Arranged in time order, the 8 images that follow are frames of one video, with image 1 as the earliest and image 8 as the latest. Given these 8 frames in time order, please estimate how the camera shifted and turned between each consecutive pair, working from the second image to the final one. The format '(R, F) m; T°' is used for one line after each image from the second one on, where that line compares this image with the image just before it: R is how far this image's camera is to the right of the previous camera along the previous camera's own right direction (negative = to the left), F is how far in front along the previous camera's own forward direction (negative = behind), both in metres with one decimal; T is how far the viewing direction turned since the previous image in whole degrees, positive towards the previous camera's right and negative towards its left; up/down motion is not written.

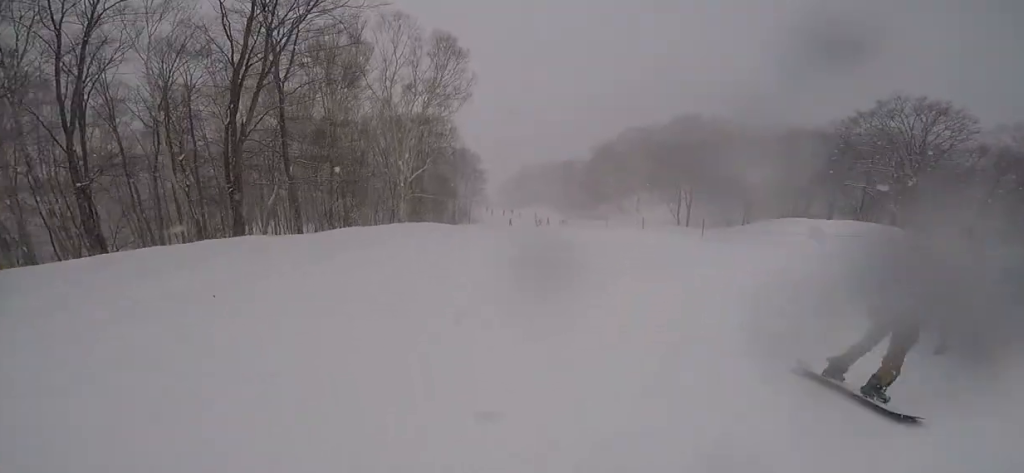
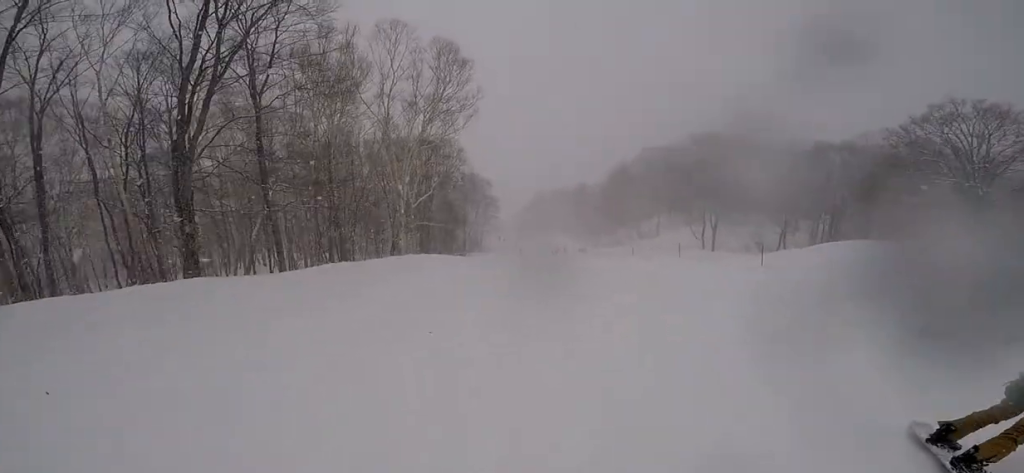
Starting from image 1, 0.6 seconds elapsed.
(+0.2, +3.7) m; 0°
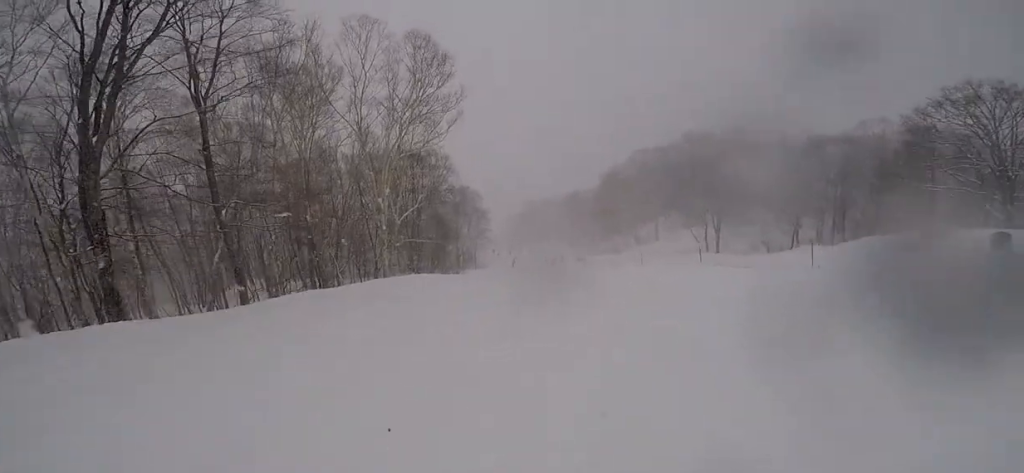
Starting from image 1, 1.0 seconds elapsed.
(+0.1, +3.1) m; -4°
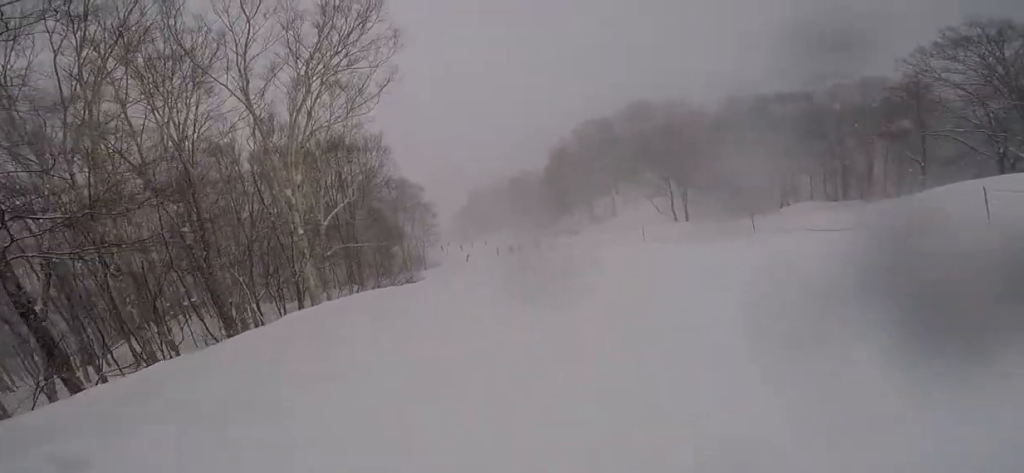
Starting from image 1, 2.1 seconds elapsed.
(-0.8, +7.4) m; -3°
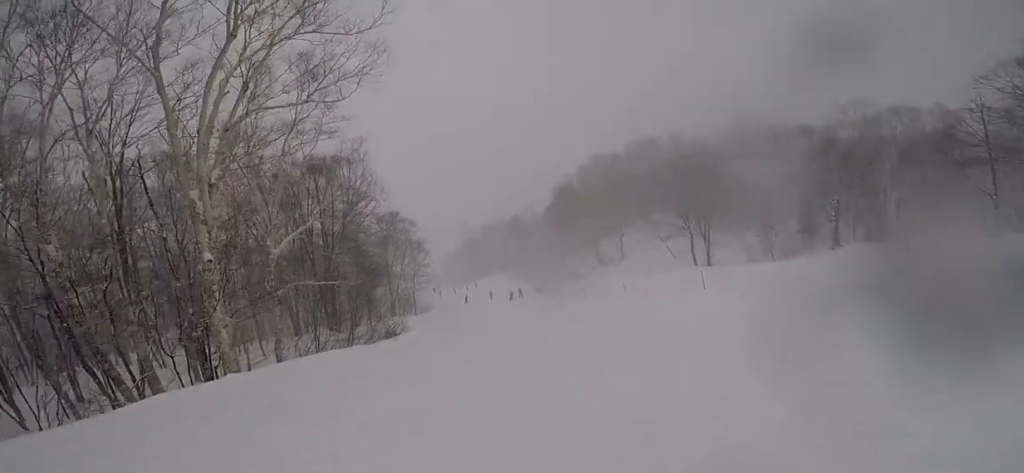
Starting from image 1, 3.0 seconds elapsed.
(+0.4, +6.6) m; +6°
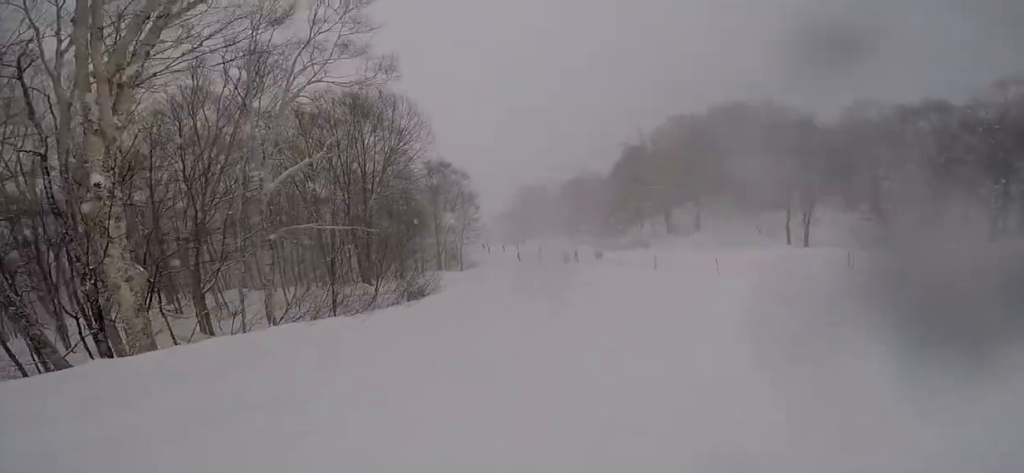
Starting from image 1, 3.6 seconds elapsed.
(+0.2, +4.9) m; +4°
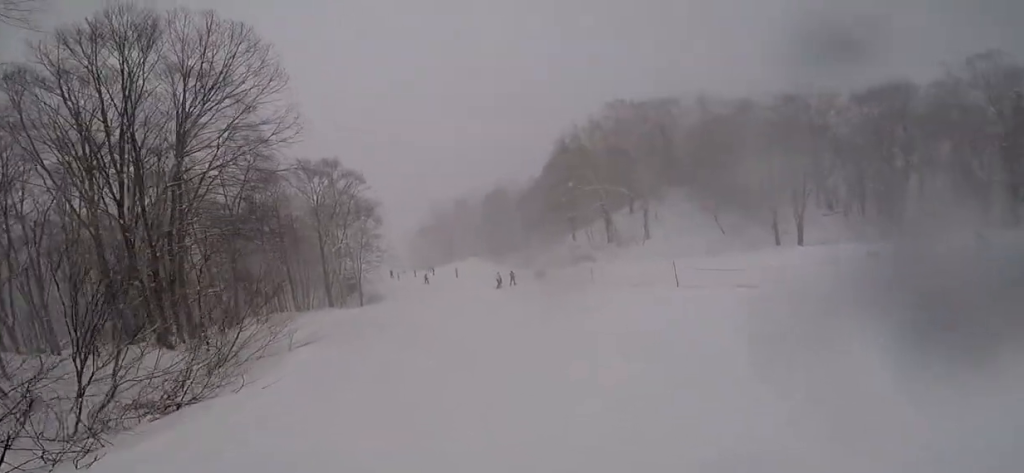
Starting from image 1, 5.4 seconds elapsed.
(+0.8, +14.0) m; +3°
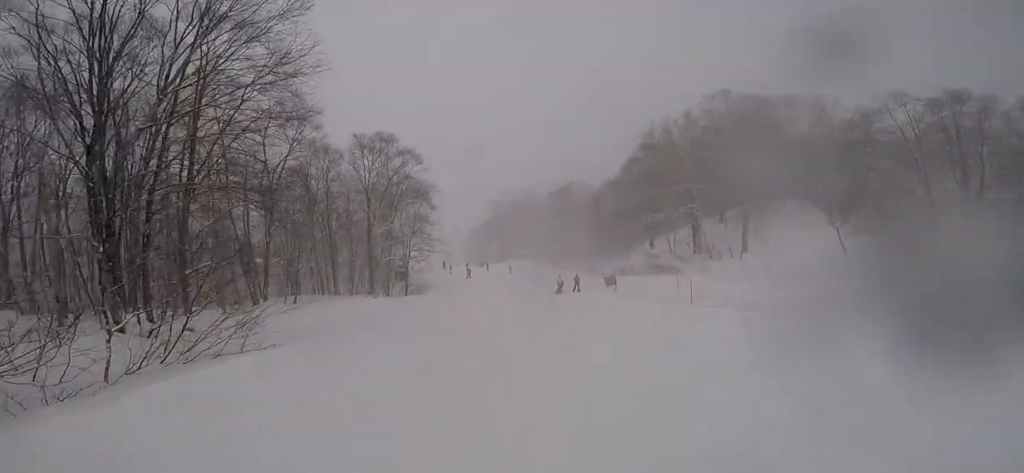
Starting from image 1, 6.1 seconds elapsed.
(-0.3, +5.9) m; 0°
